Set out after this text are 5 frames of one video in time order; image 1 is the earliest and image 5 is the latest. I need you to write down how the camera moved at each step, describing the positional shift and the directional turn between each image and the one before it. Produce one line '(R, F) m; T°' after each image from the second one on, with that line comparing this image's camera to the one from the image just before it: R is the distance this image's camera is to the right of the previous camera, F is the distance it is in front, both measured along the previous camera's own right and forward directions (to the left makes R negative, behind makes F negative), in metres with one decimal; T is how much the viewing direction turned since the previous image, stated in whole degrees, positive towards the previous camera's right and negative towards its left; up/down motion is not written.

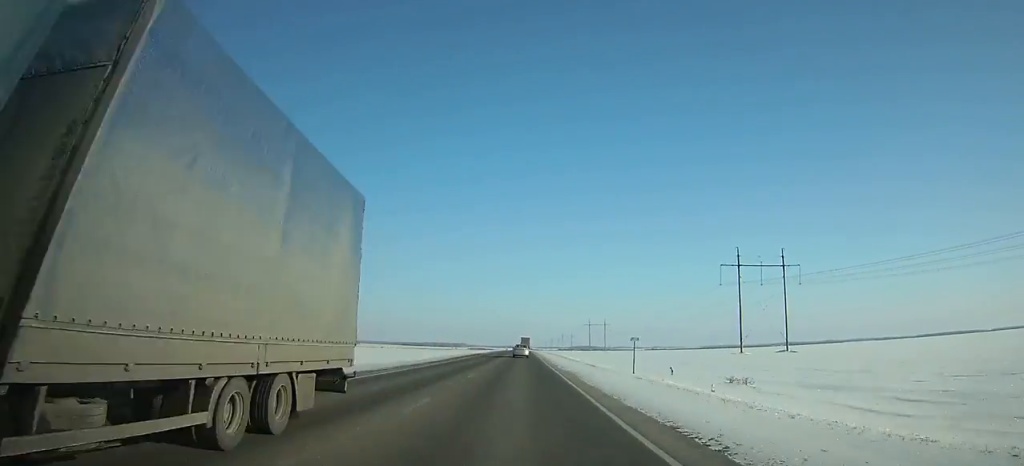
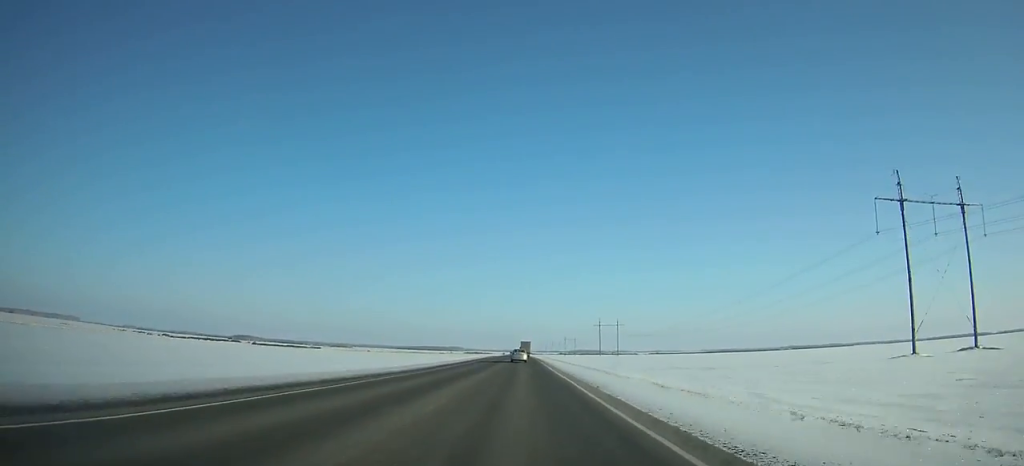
(-0.1, +72.4) m; 0°
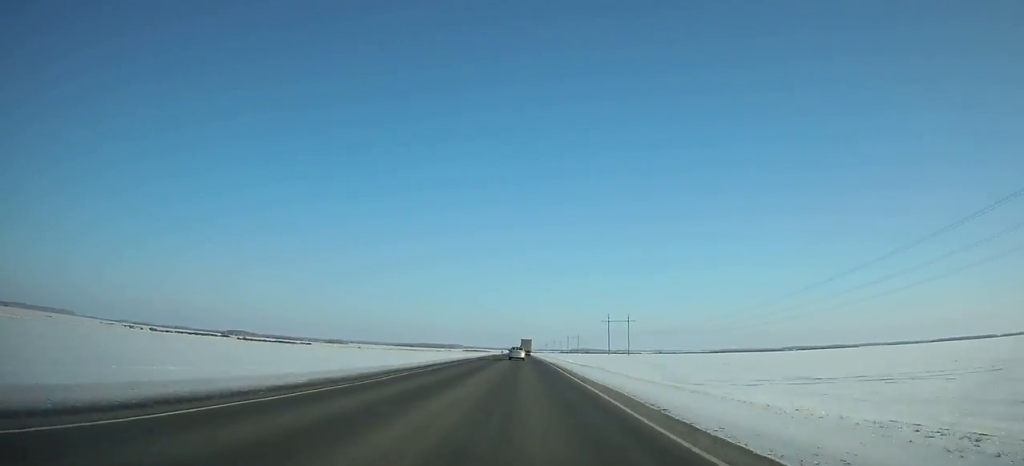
(0.0, +43.6) m; 0°
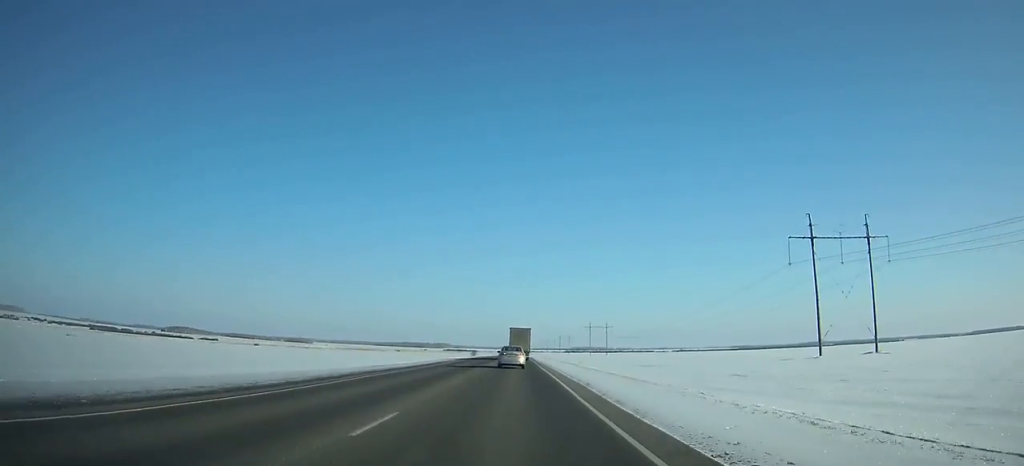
(+0.3, +274.8) m; 0°
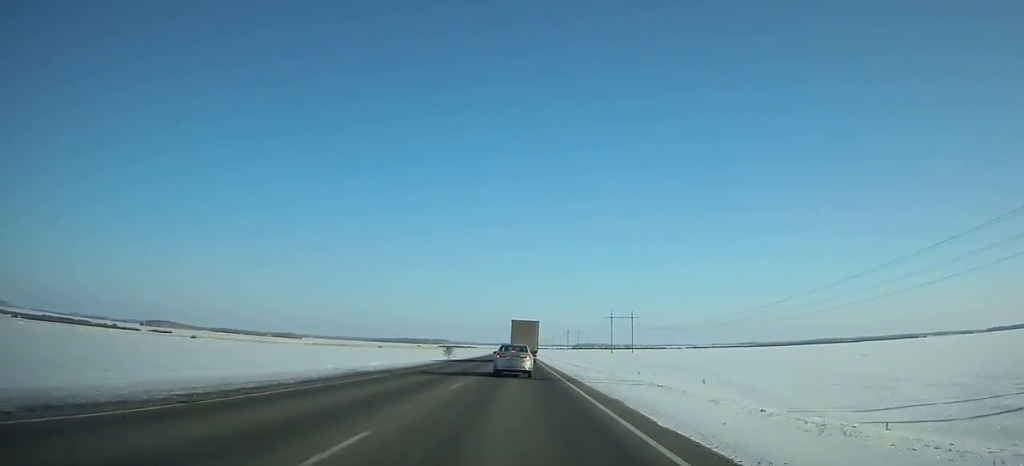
(-0.6, +94.8) m; 0°
